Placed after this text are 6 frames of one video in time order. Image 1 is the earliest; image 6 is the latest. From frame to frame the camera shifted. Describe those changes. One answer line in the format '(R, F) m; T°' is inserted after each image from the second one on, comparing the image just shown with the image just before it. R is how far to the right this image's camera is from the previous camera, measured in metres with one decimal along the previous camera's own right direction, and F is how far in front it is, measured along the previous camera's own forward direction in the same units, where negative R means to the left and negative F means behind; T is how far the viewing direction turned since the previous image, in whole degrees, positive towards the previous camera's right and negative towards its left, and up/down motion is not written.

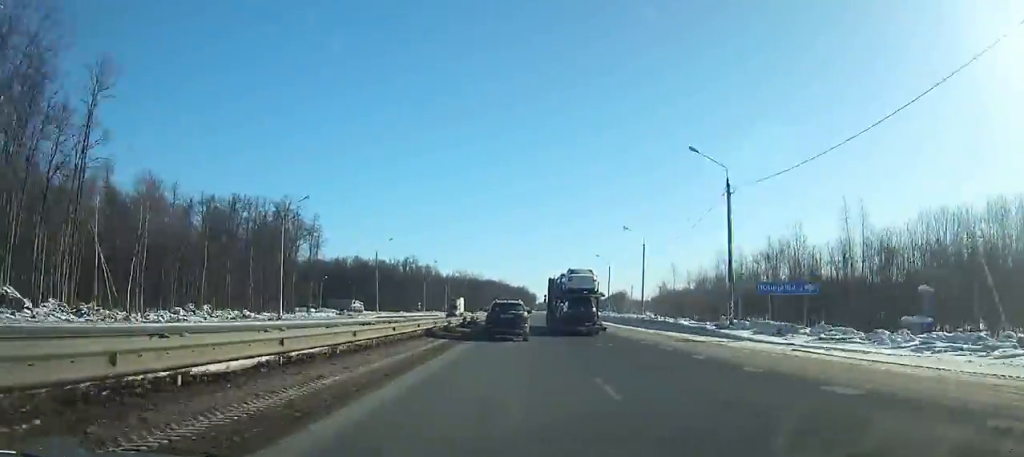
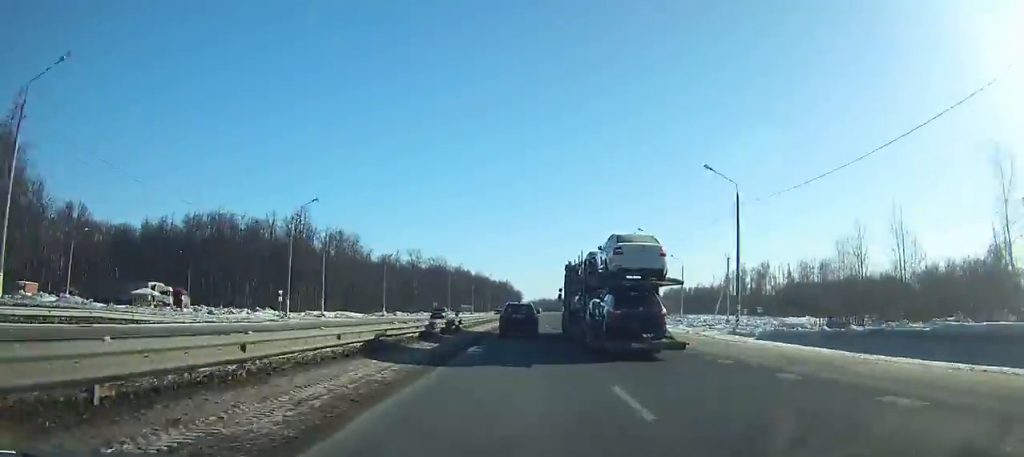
(+4.3, +98.0) m; +3°
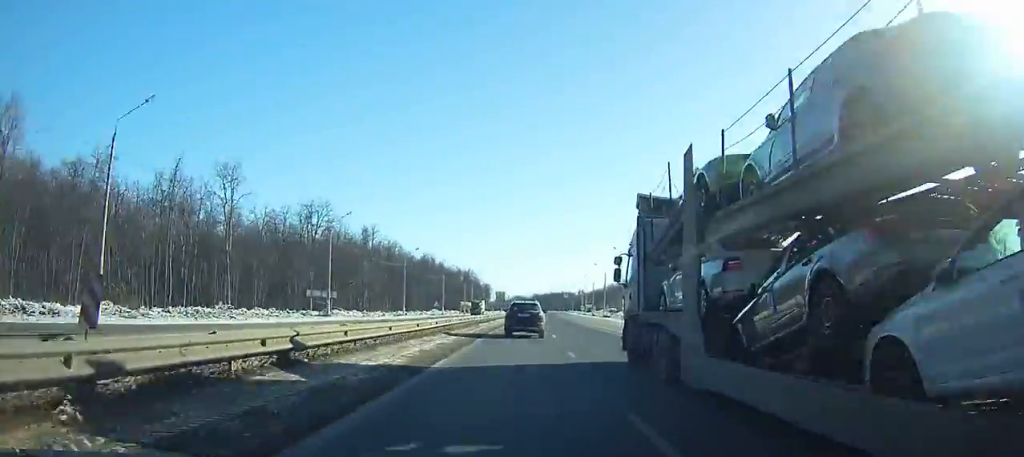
(+2.2, +108.9) m; +3°
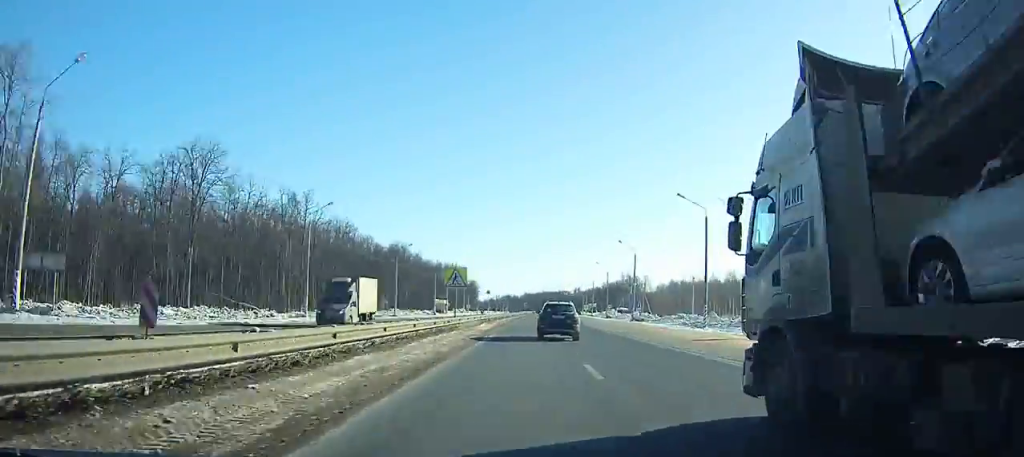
(+0.4, +40.1) m; +1°
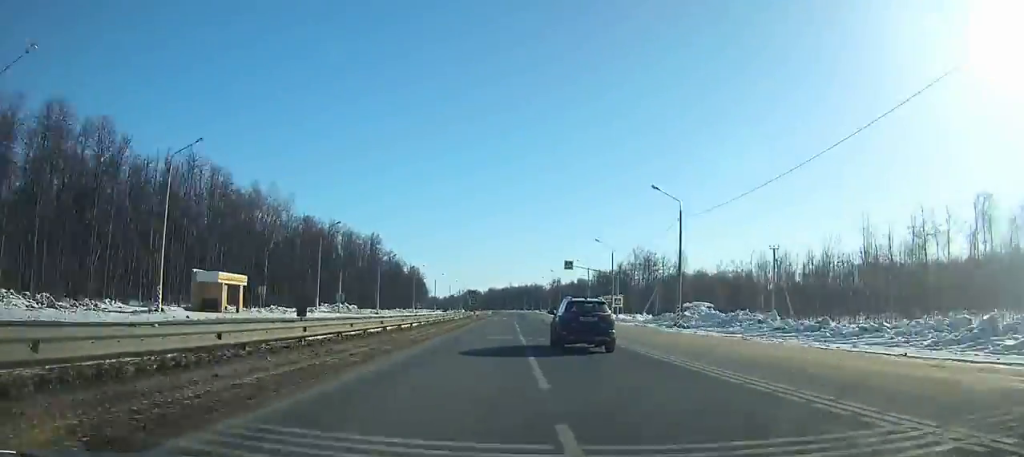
(+3.0, +103.0) m; +3°
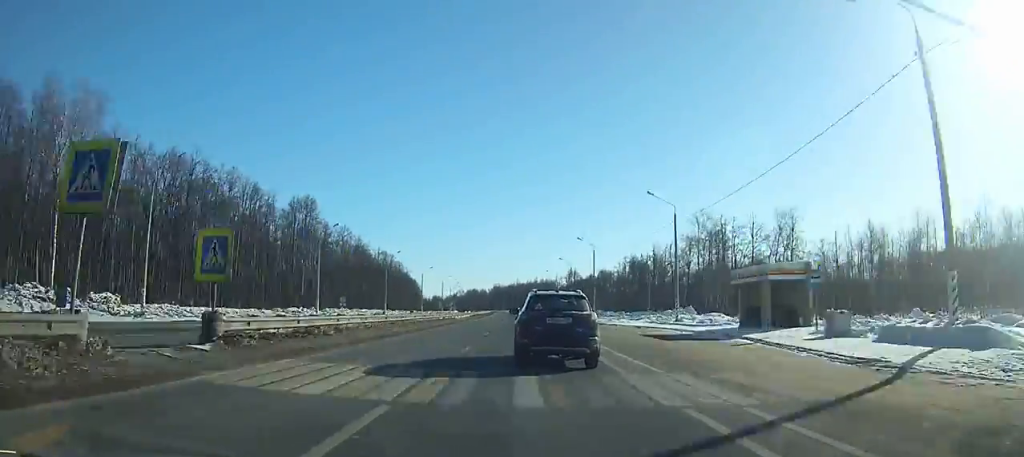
(+0.7, +66.1) m; 0°
